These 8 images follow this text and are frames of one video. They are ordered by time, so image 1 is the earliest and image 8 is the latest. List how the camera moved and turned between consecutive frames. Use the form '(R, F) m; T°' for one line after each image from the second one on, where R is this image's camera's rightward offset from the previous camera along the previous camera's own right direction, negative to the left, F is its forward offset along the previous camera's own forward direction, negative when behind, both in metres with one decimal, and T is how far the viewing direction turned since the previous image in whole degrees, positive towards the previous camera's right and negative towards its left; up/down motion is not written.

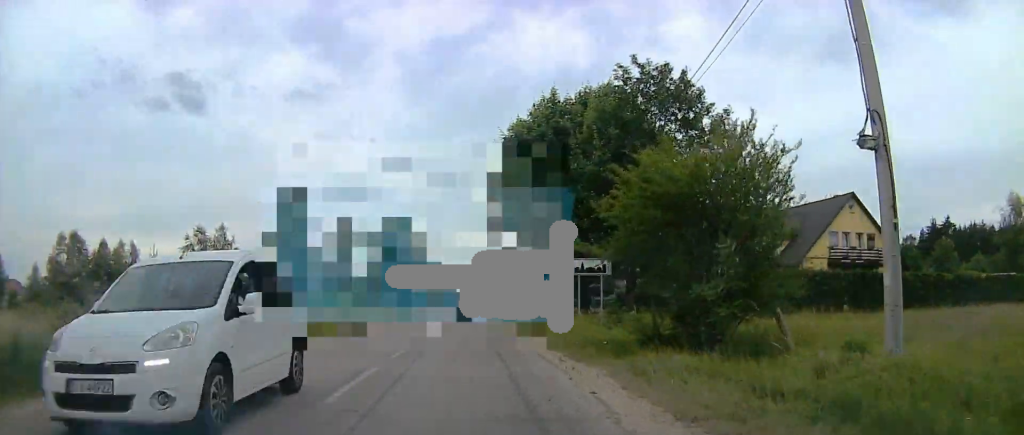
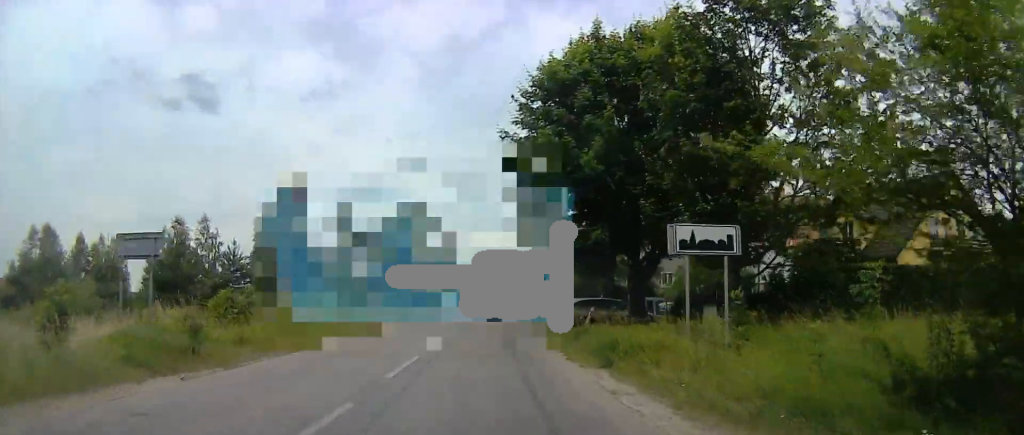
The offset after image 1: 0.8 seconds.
(-0.4, +11.1) m; 0°
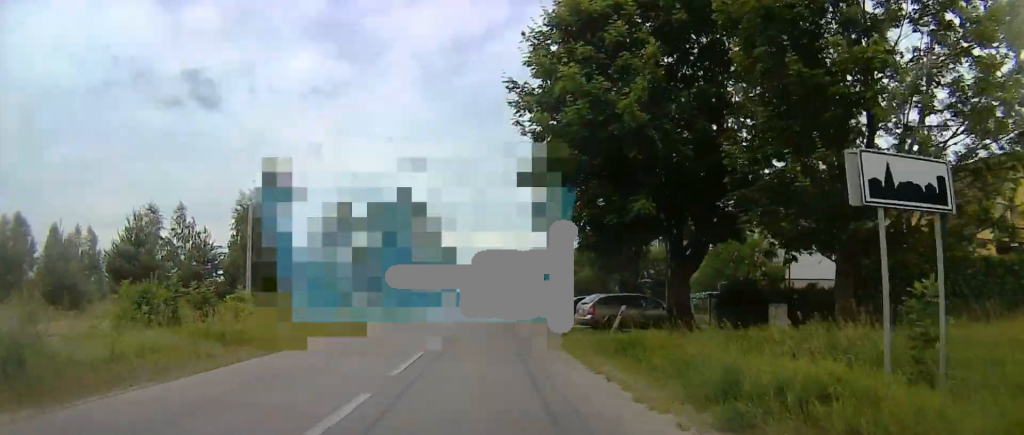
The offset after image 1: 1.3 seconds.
(+0.1, +6.0) m; +2°
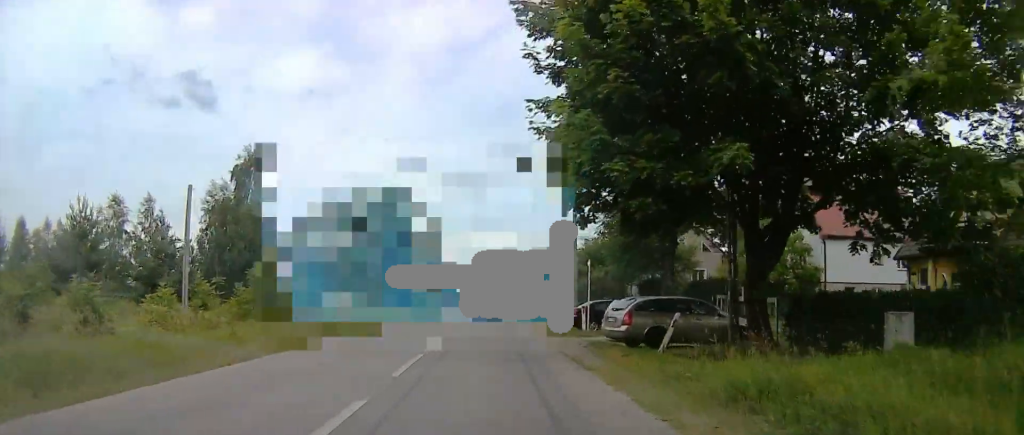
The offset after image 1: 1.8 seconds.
(+0.1, +6.1) m; +3°
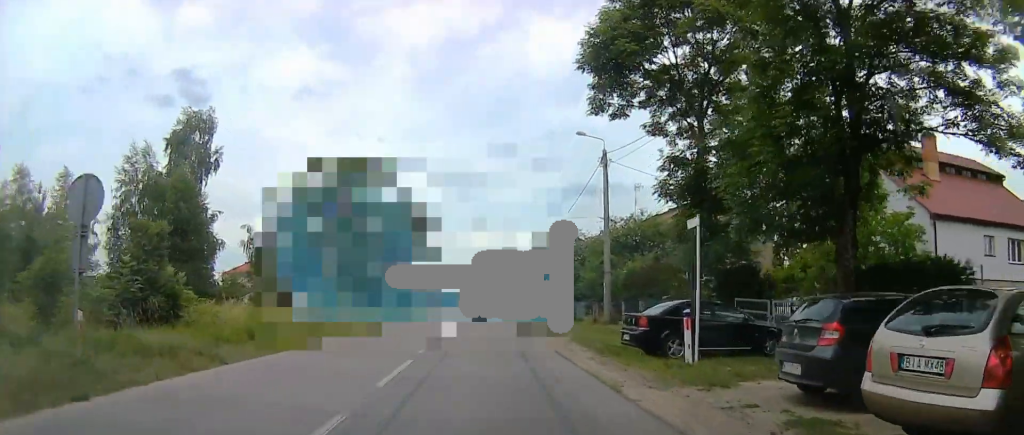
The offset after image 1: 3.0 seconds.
(+0.6, +11.8) m; +1°
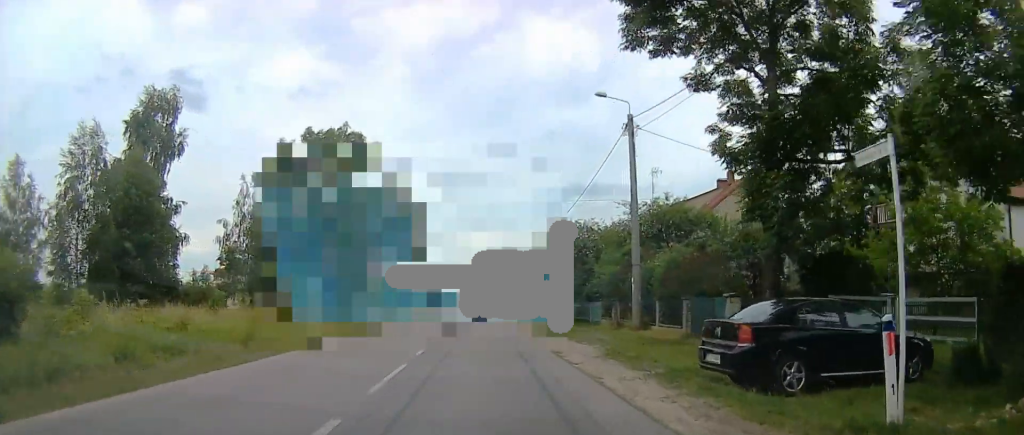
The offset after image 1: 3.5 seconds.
(-0.2, +5.7) m; -1°
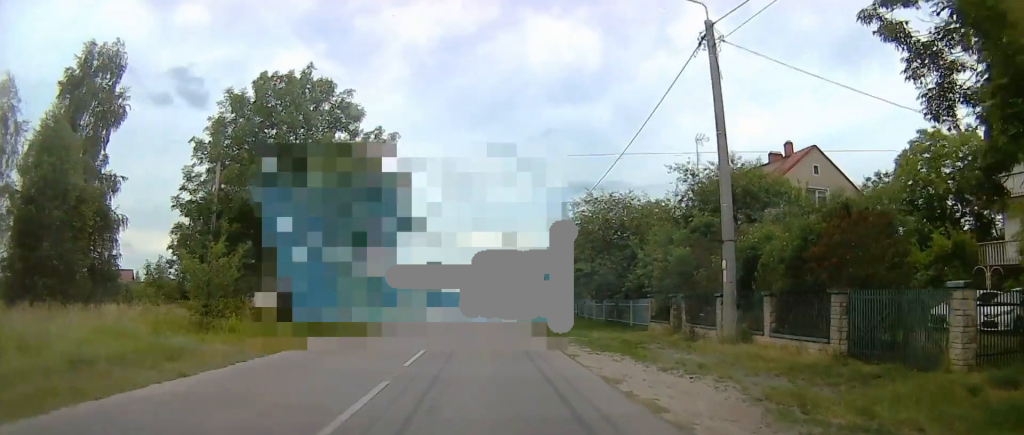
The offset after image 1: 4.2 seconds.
(-0.1, +7.9) m; -2°
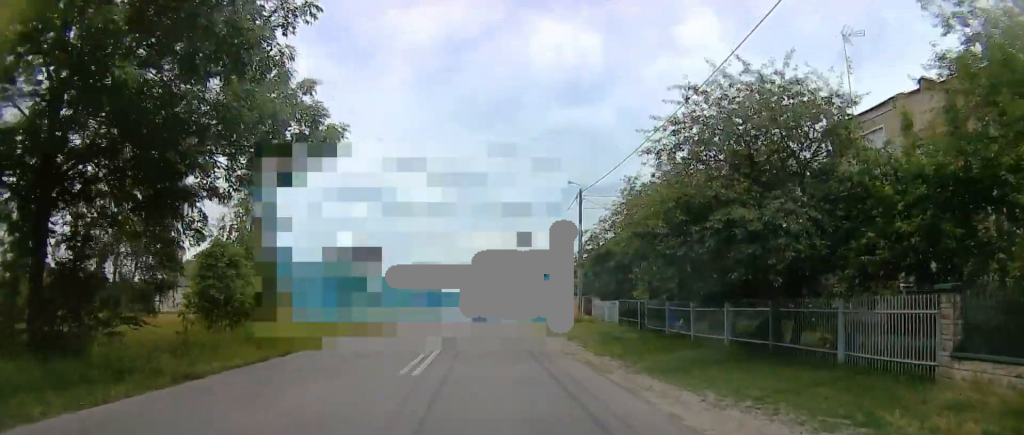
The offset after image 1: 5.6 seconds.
(-0.7, +16.3) m; -4°
